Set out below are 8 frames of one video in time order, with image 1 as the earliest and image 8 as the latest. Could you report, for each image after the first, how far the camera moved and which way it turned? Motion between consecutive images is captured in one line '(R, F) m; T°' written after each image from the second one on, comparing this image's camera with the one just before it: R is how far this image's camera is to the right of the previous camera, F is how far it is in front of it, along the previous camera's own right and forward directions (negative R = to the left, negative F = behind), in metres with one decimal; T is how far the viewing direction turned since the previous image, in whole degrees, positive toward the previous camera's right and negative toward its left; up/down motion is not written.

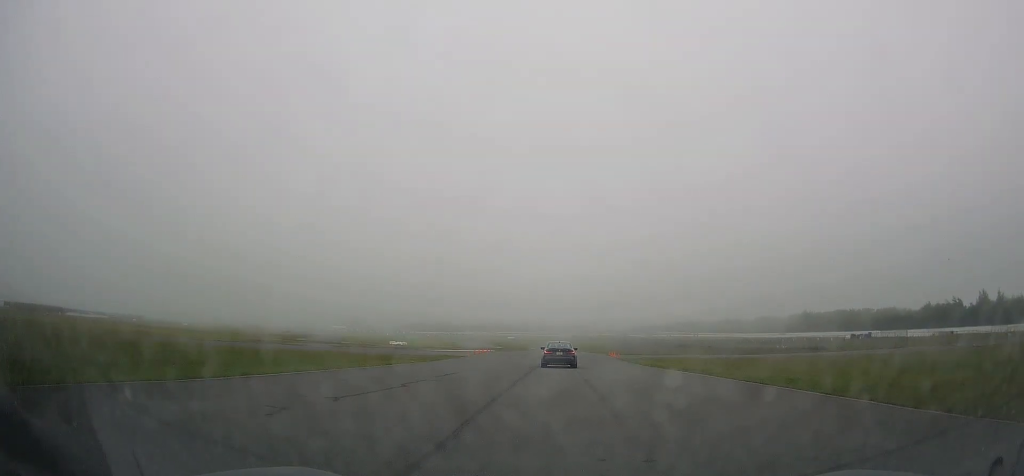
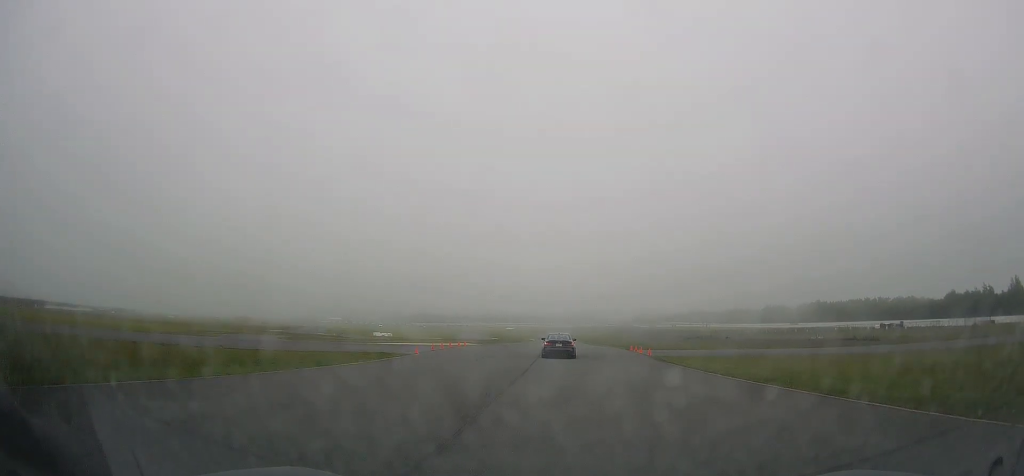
(-0.1, +19.4) m; 0°
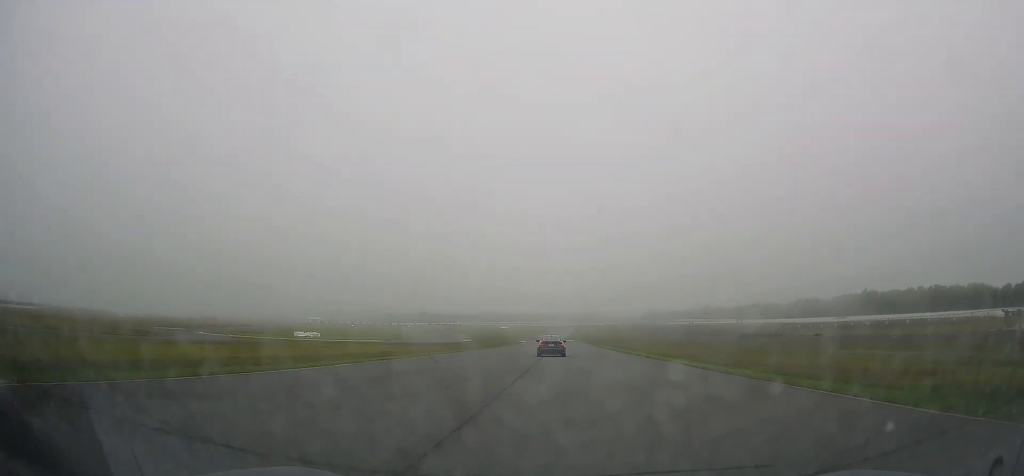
(-0.3, +59.0) m; 0°
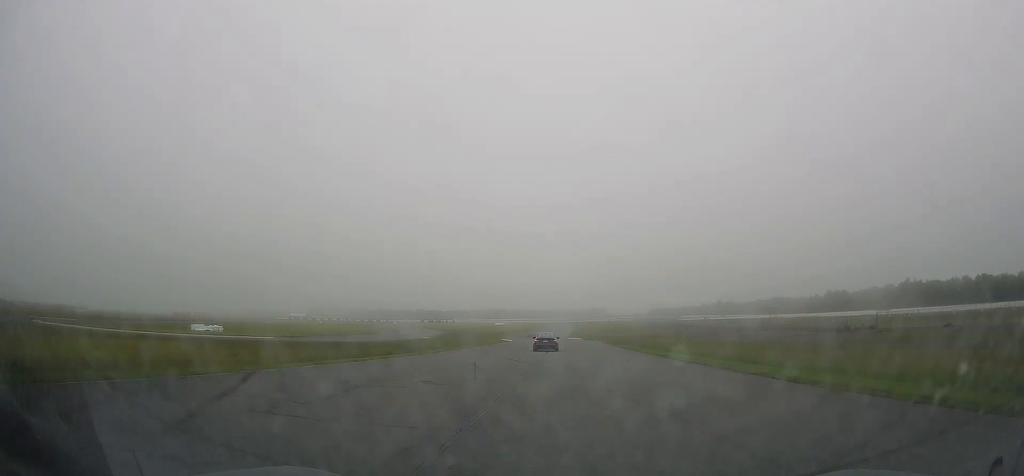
(-0.1, +41.3) m; 0°
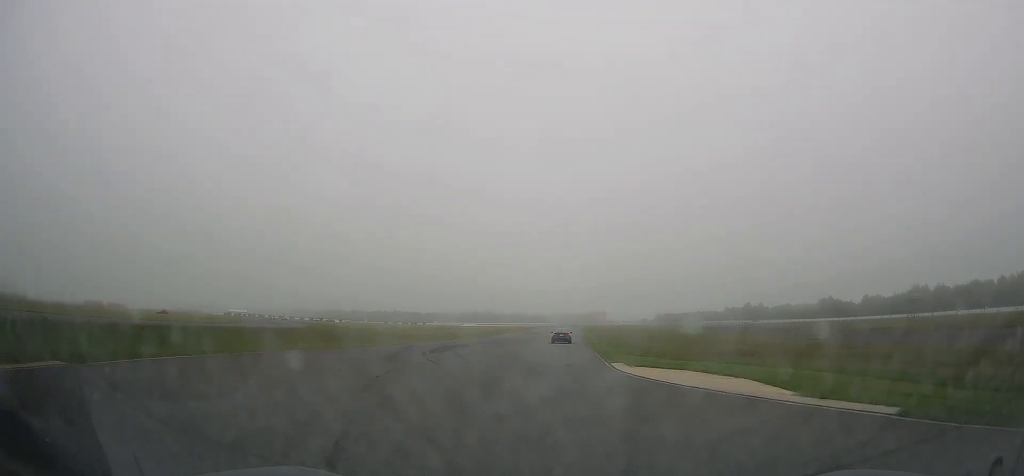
(+0.1, +98.1) m; 0°
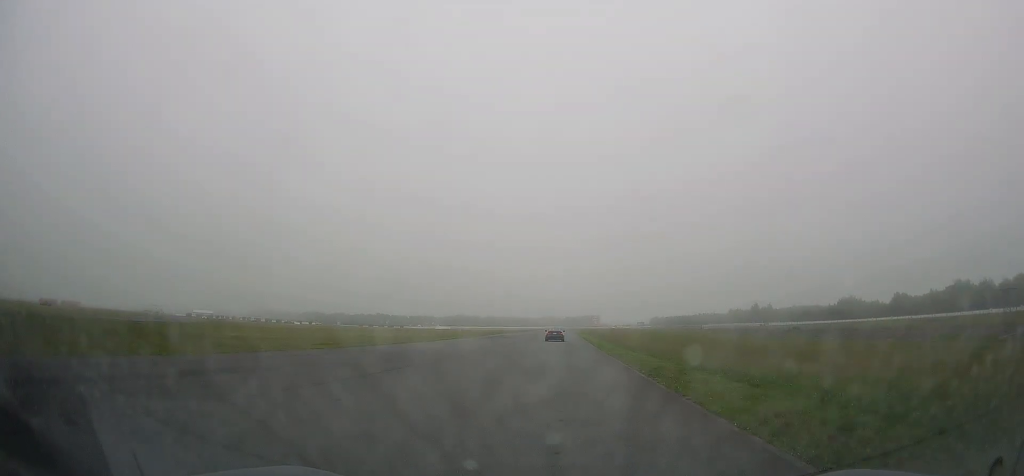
(+0.1, +38.9) m; +1°
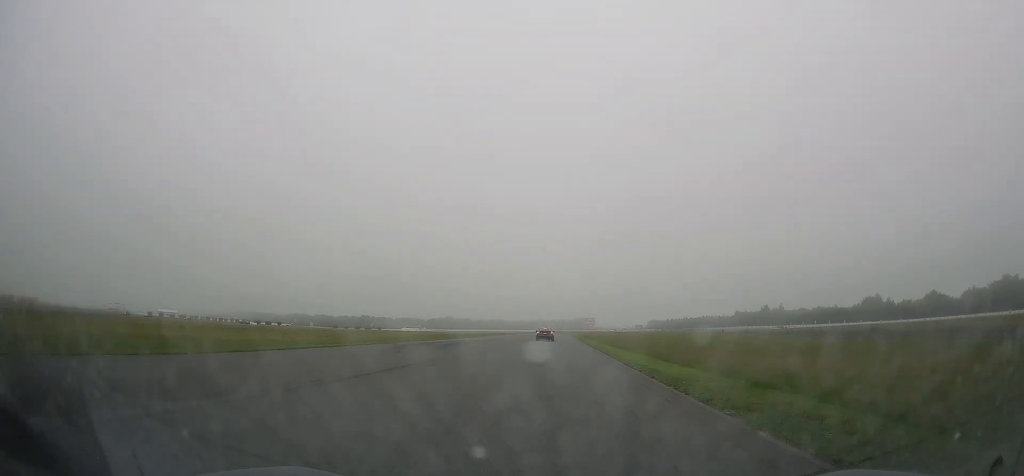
(+0.2, +36.1) m; +1°
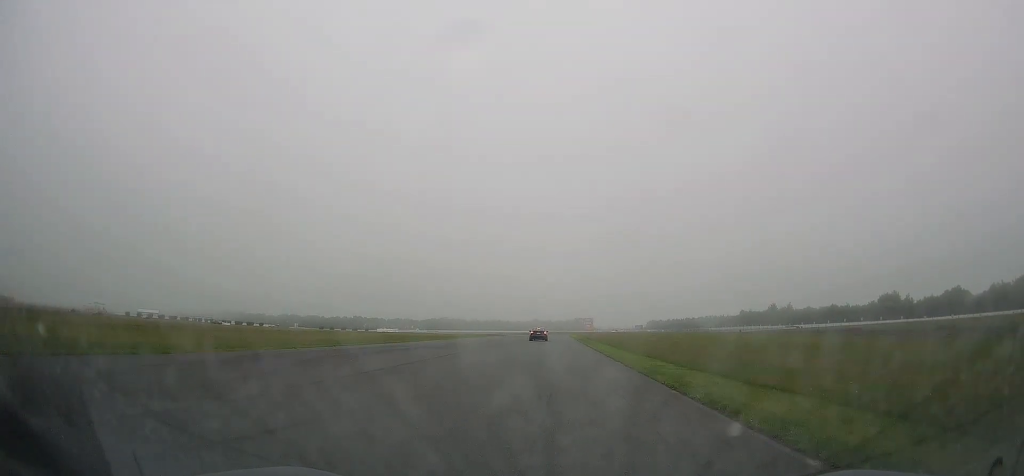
(+0.2, +19.9) m; 0°
